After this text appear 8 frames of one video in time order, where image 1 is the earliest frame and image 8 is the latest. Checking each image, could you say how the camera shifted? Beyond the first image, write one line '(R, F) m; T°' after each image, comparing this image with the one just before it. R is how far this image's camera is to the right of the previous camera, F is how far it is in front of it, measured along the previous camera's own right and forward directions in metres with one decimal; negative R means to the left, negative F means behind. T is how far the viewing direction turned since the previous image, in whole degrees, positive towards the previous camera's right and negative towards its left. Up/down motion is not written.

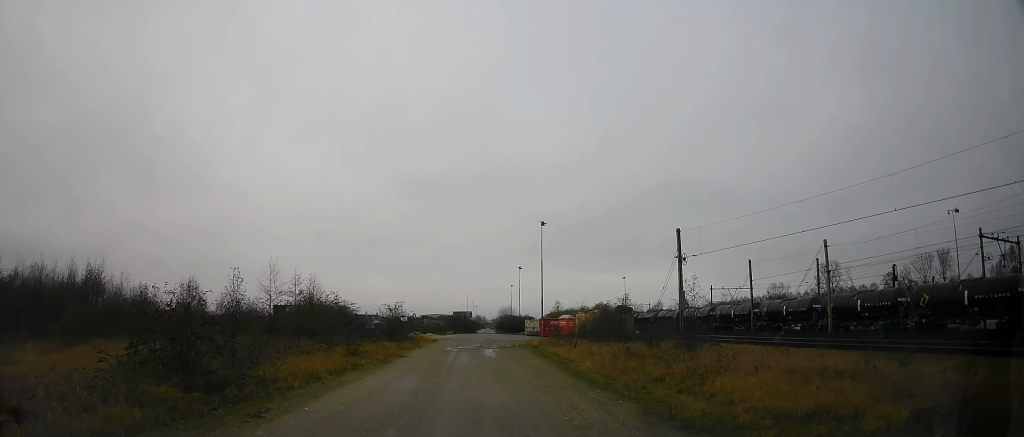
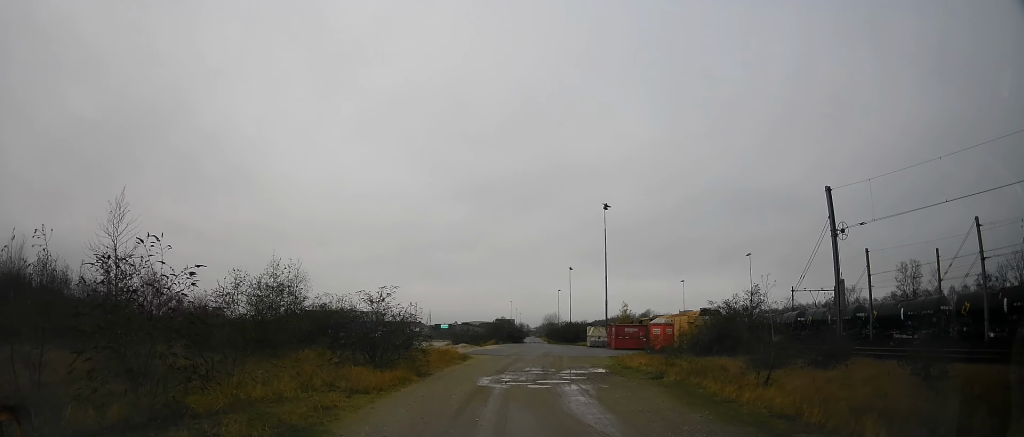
(-1.2, +14.7) m; -10°
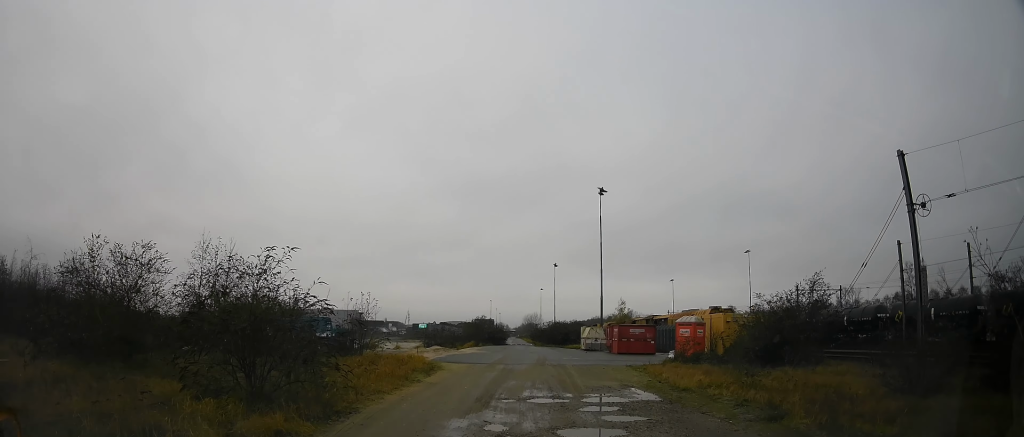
(-0.5, +7.5) m; 0°
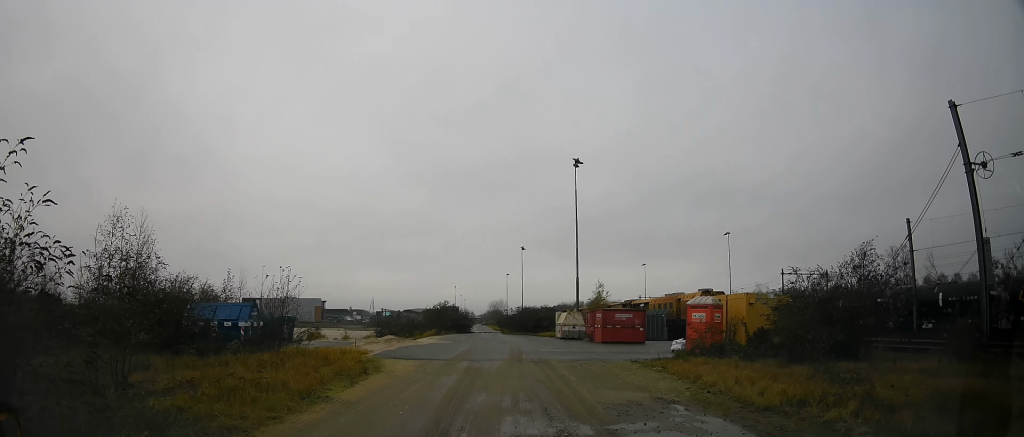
(+0.5, +5.3) m; 0°
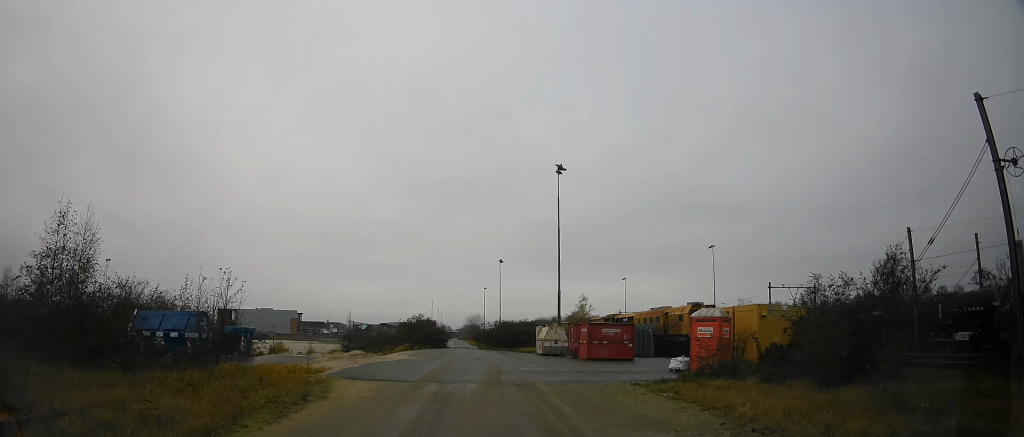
(-0.5, +2.7) m; 0°
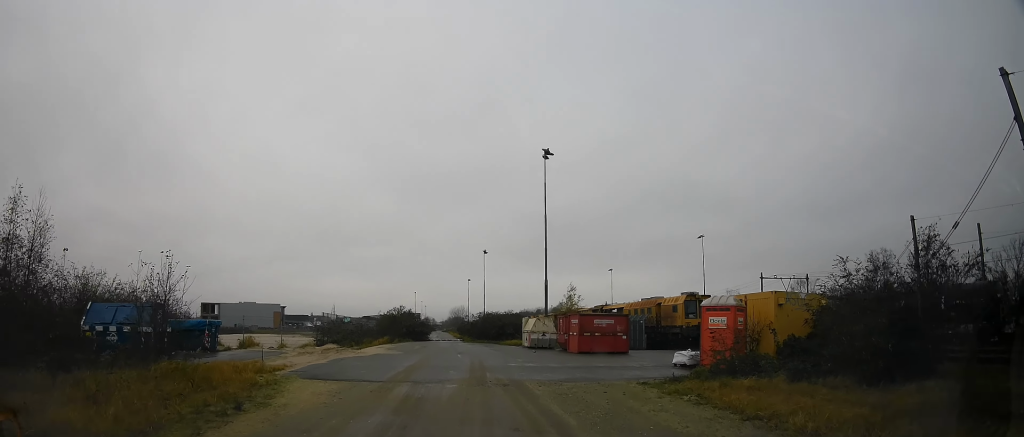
(+0.1, +2.1) m; +4°
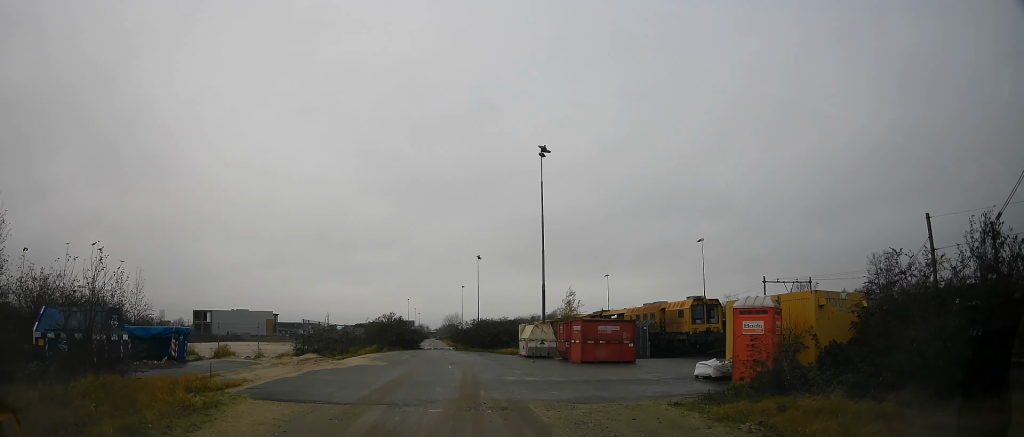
(+0.4, +2.4) m; +7°
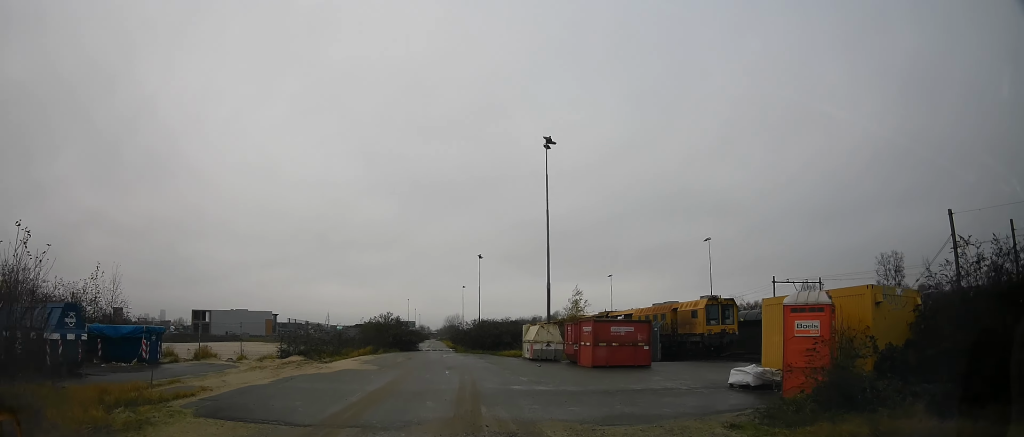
(+0.1, +2.3) m; +4°
